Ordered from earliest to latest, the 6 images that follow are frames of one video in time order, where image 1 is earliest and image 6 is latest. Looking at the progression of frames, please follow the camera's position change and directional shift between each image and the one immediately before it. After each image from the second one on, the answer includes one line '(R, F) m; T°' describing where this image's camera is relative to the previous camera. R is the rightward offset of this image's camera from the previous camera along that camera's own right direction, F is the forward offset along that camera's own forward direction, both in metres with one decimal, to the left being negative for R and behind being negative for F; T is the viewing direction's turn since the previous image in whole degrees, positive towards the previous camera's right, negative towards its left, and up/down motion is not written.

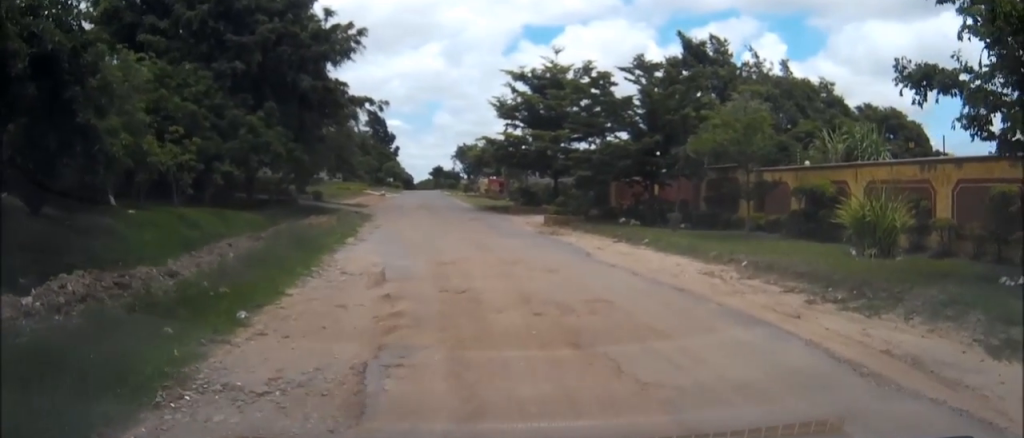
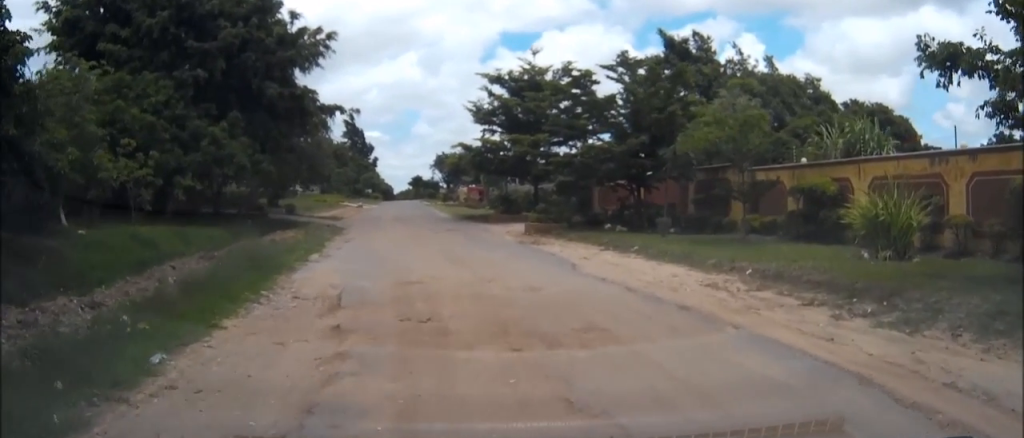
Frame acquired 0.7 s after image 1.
(0.0, +1.6) m; -2°
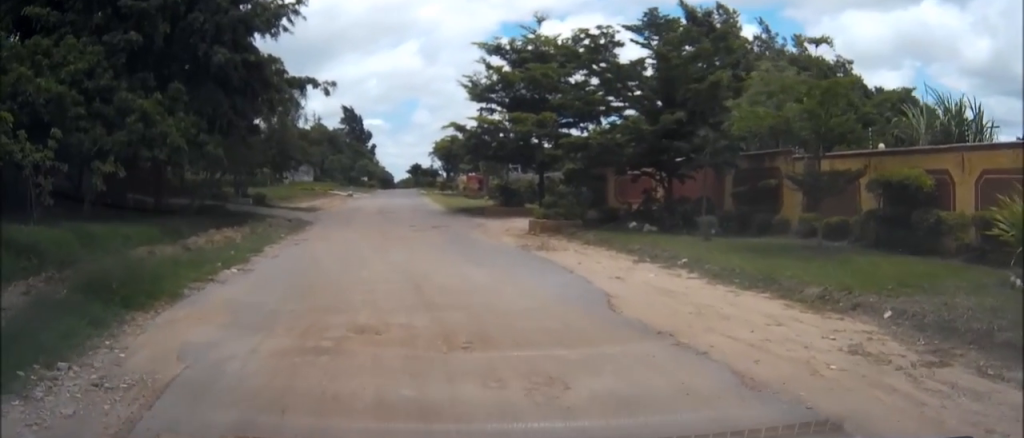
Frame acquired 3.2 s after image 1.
(-0.3, +5.5) m; -4°
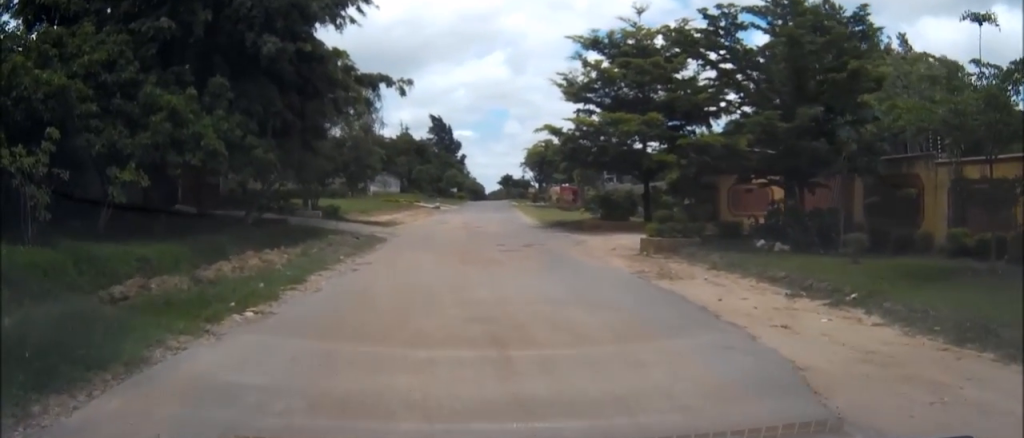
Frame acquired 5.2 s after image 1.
(-0.4, +3.9) m; -10°
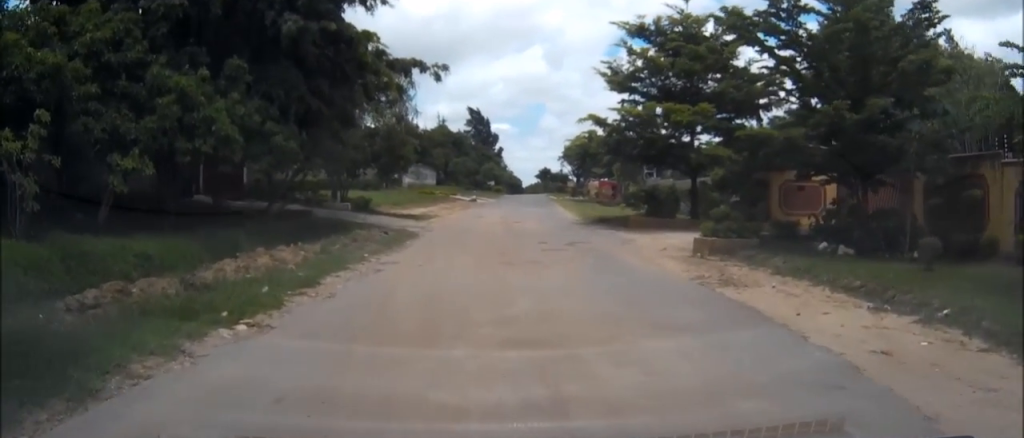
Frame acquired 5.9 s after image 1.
(0.0, +1.6) m; 0°
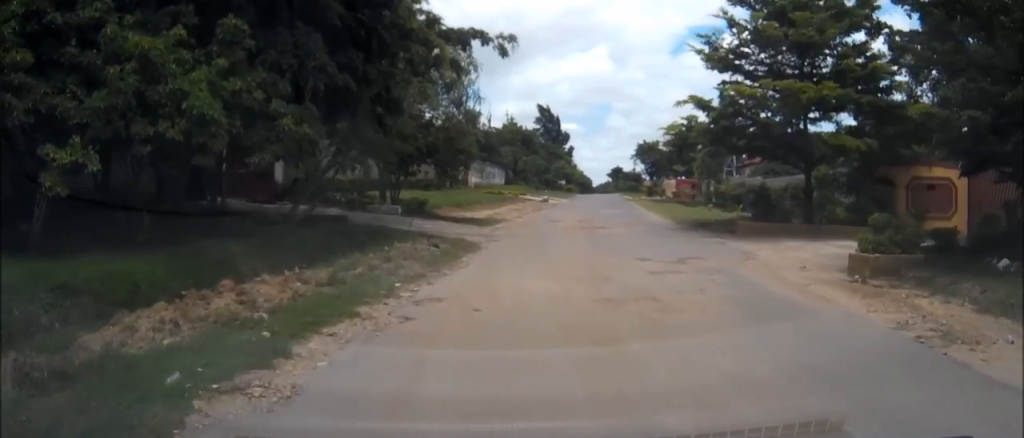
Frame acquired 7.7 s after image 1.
(-0.1, +4.8) m; -3°
